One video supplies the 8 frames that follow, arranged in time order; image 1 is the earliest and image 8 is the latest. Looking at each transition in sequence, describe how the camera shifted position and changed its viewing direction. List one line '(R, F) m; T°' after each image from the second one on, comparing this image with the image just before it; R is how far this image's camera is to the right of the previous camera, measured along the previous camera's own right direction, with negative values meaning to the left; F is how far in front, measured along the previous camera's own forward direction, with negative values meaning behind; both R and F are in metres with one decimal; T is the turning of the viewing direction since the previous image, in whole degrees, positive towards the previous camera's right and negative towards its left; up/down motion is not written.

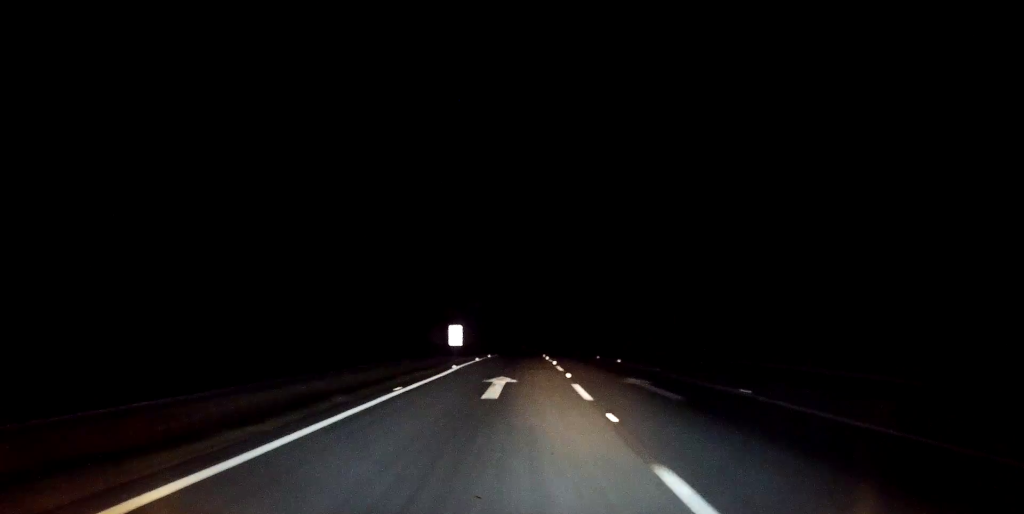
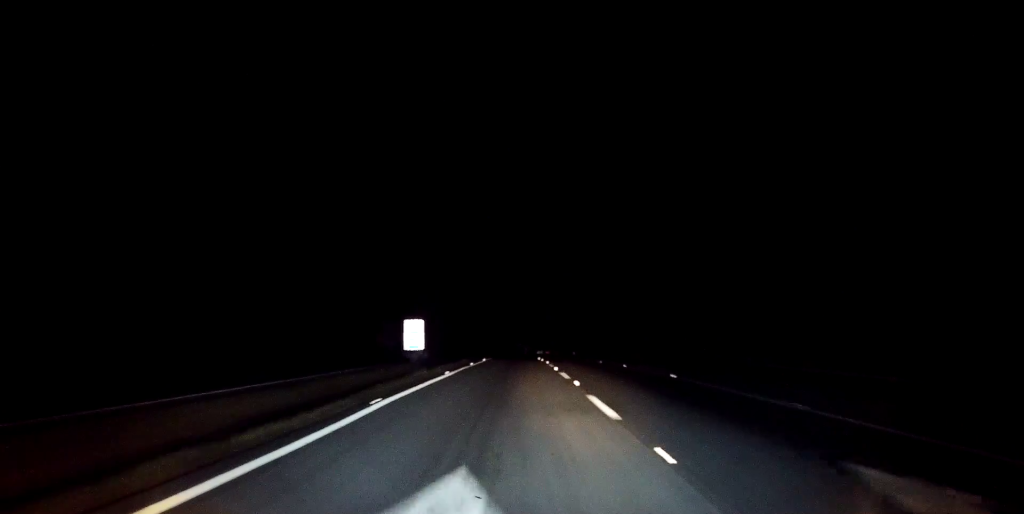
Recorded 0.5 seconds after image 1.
(+0.2, +15.3) m; +1°
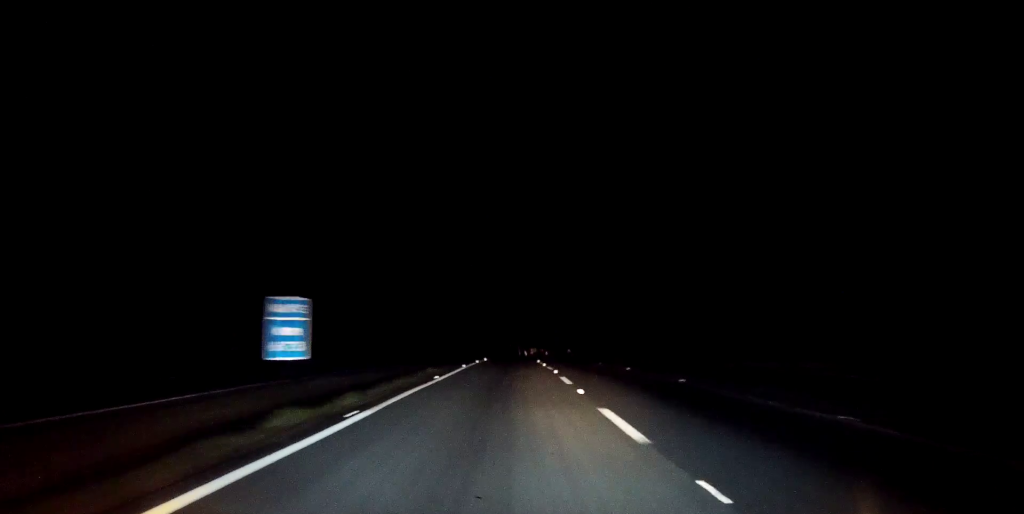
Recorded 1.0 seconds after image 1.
(+0.1, +14.3) m; 0°
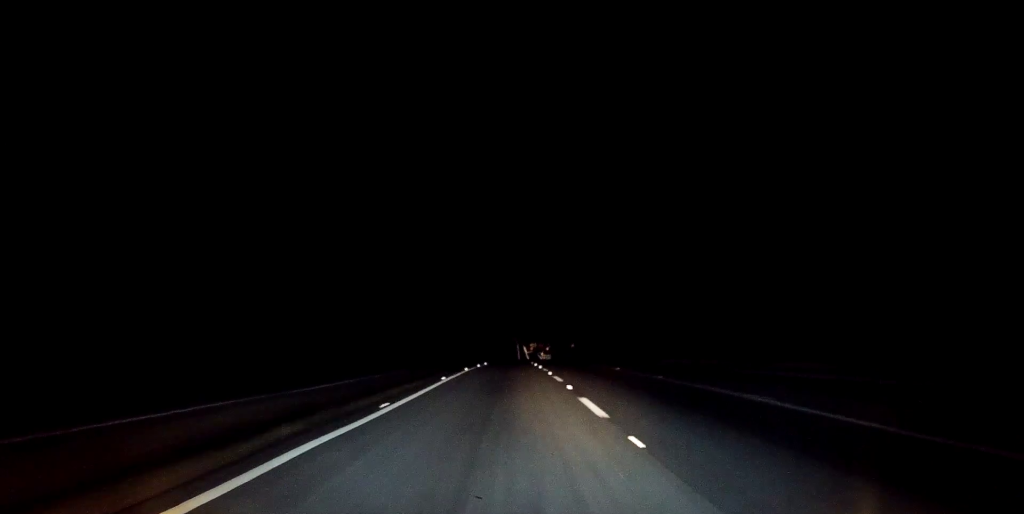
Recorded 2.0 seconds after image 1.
(+0.2, +32.2) m; 0°
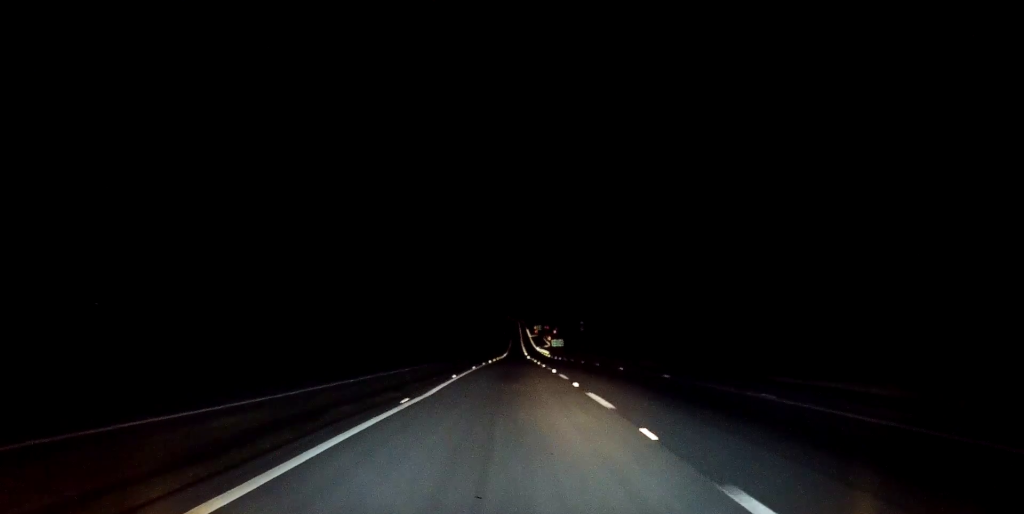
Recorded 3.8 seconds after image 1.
(-0.1, +58.0) m; 0°
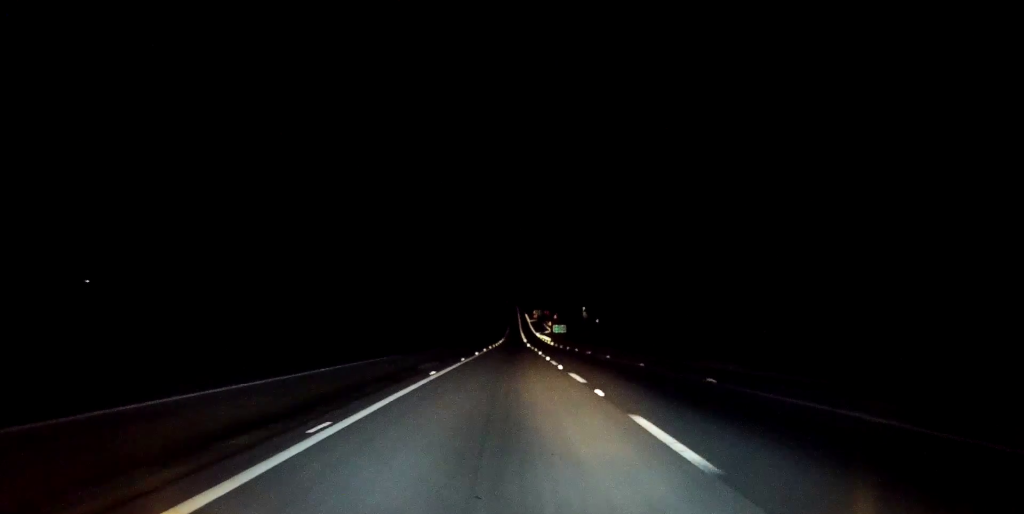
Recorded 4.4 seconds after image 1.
(0.0, +18.7) m; 0°
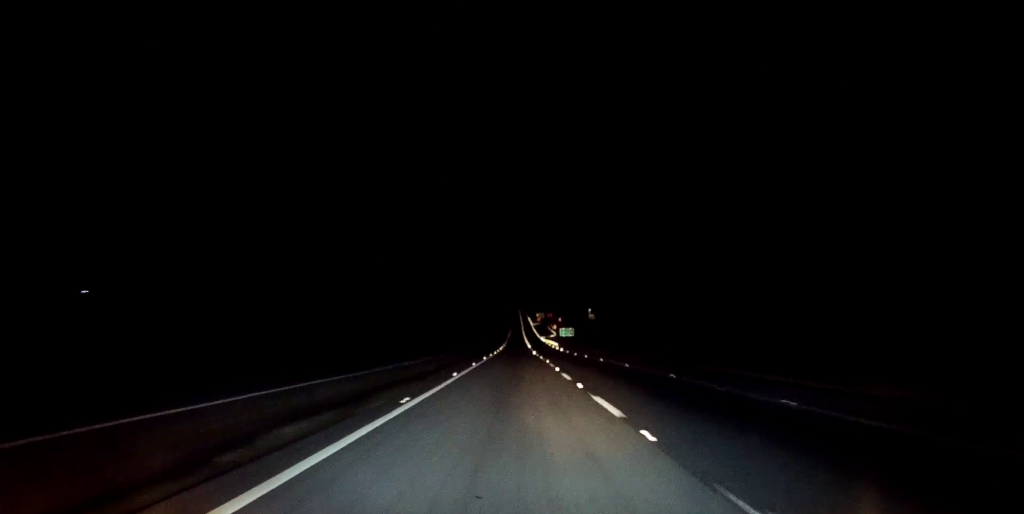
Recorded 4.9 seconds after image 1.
(0.0, +17.7) m; 0°
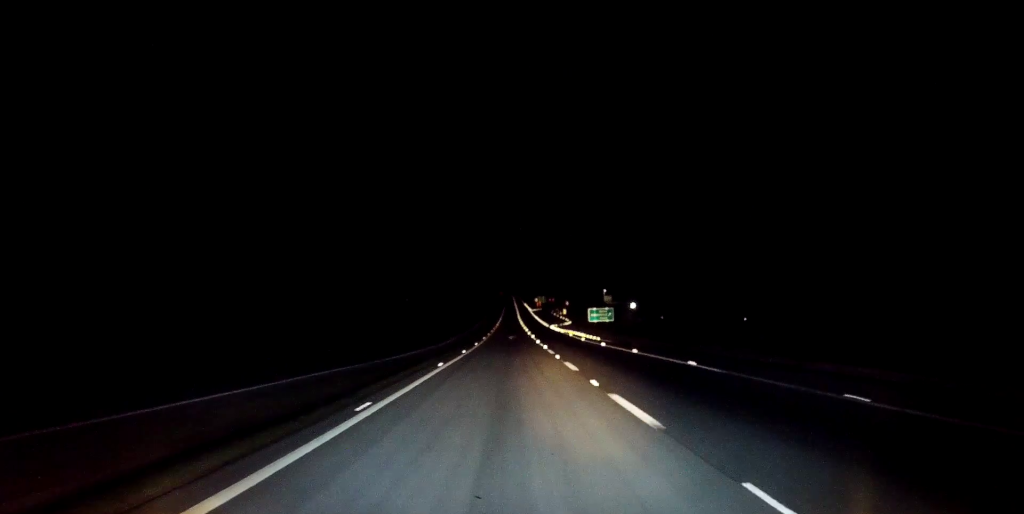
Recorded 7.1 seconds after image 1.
(+0.1, +74.1) m; 0°
